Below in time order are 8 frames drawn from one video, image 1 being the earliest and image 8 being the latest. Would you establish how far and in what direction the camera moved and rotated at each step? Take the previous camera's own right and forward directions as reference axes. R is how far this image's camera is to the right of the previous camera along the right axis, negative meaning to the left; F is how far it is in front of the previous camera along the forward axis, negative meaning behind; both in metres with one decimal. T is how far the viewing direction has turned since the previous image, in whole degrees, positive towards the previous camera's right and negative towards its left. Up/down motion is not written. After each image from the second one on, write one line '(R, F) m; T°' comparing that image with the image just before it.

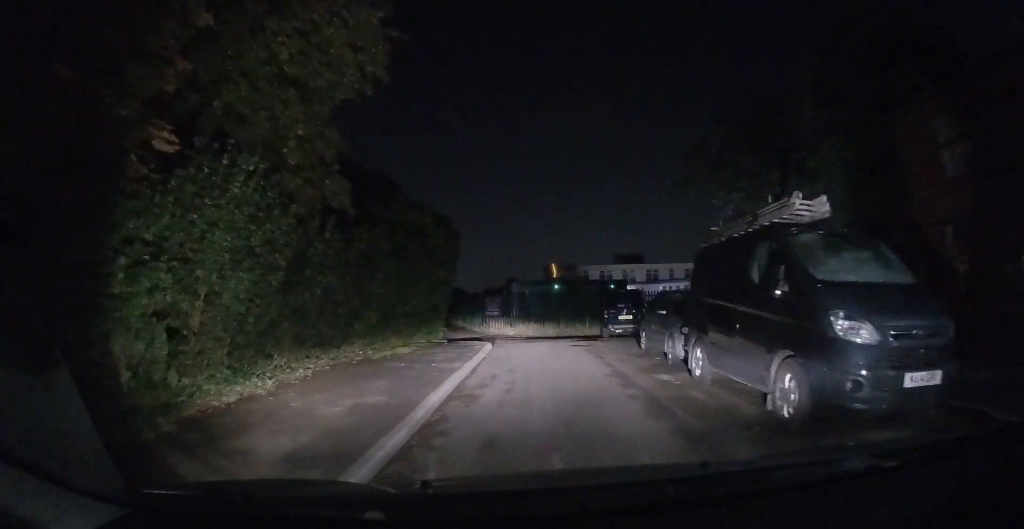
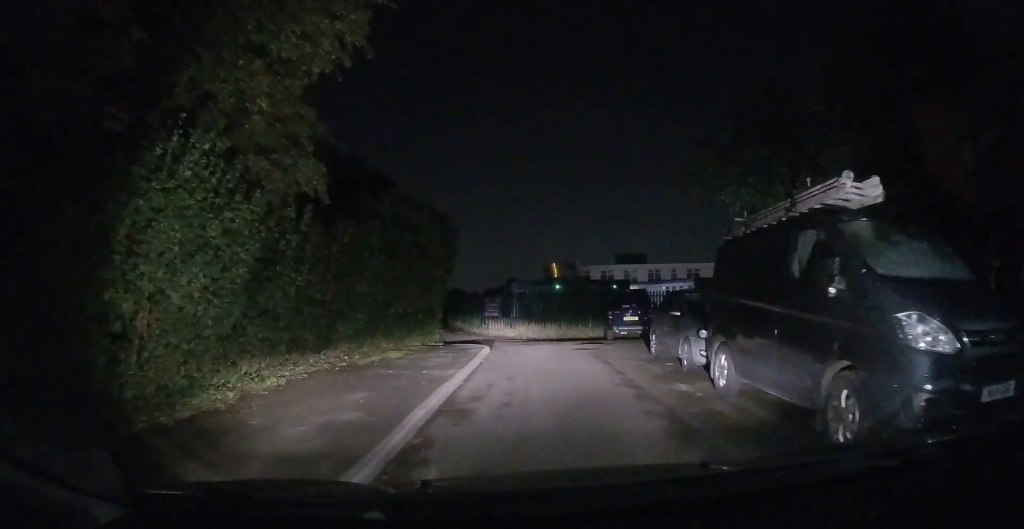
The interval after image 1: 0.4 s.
(+0.2, +1.2) m; +3°
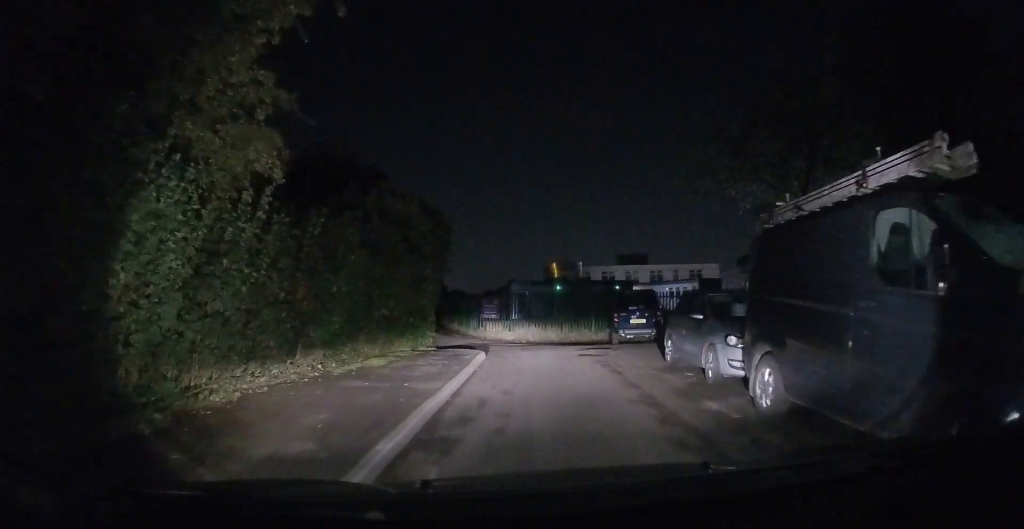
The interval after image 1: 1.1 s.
(0.0, +1.6) m; +2°
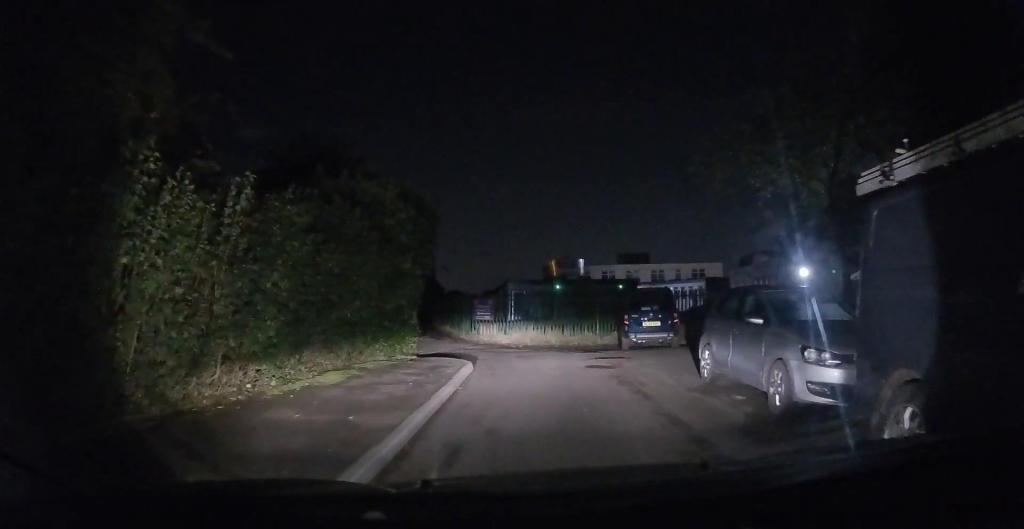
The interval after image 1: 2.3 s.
(0.0, +2.5) m; -4°
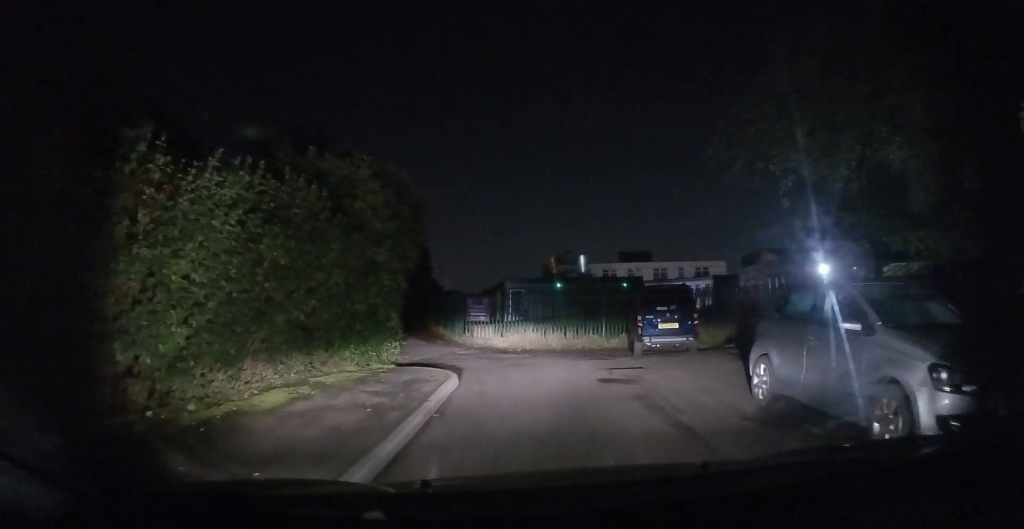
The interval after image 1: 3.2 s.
(-0.2, +1.8) m; -3°
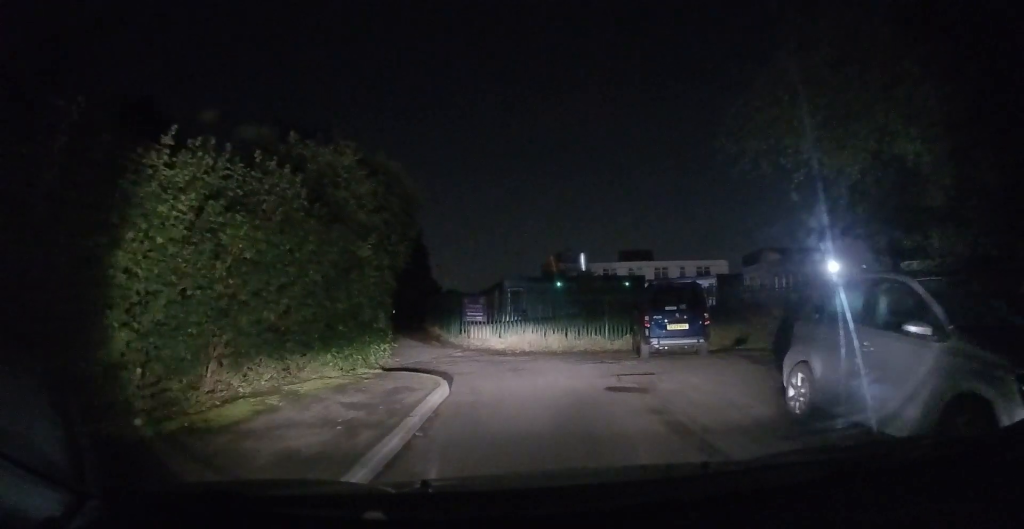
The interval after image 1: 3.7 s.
(-0.2, +0.8) m; 0°
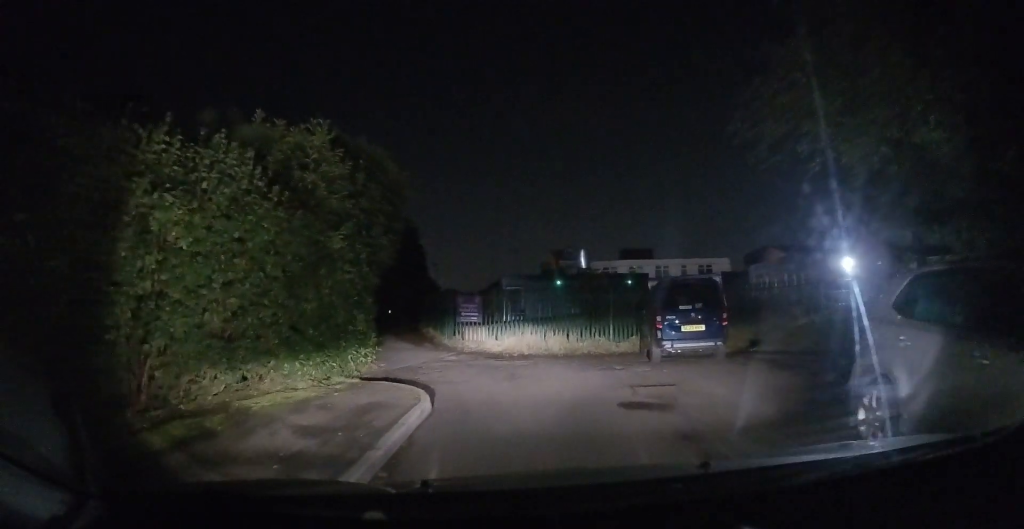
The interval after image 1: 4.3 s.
(+0.3, +1.3) m; 0°
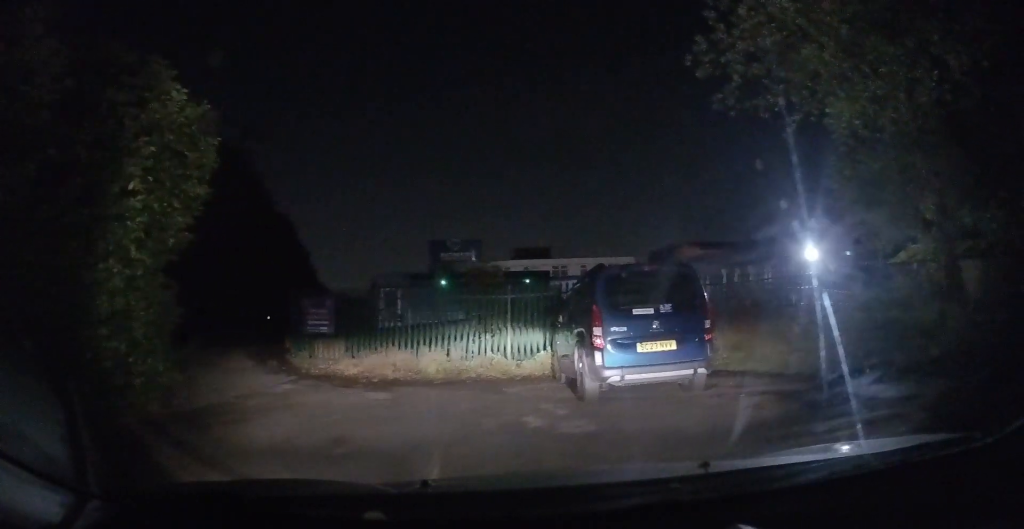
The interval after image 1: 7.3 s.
(+0.2, +5.6) m; +9°
